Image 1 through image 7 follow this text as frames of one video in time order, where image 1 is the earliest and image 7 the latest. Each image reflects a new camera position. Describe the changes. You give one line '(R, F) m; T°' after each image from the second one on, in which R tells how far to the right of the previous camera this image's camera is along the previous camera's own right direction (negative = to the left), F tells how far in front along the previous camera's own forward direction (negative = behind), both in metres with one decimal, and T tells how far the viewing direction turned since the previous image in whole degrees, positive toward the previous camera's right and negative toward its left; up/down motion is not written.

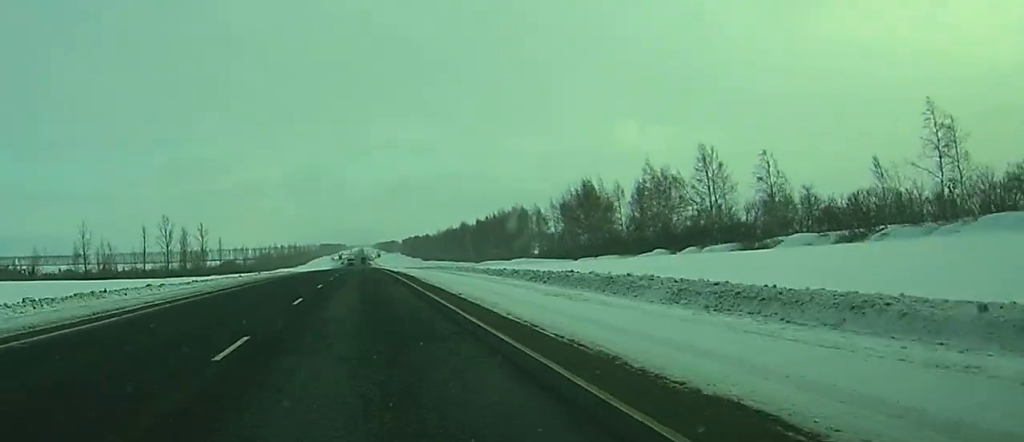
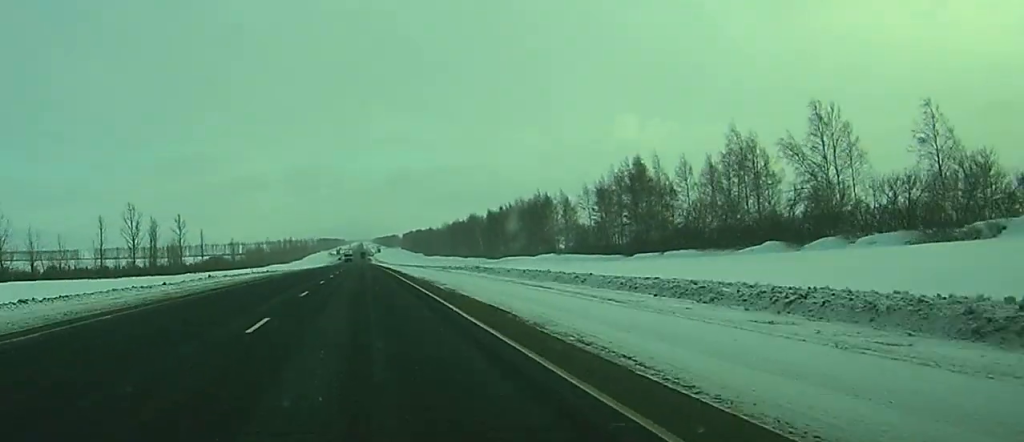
(0.0, +32.6) m; 0°
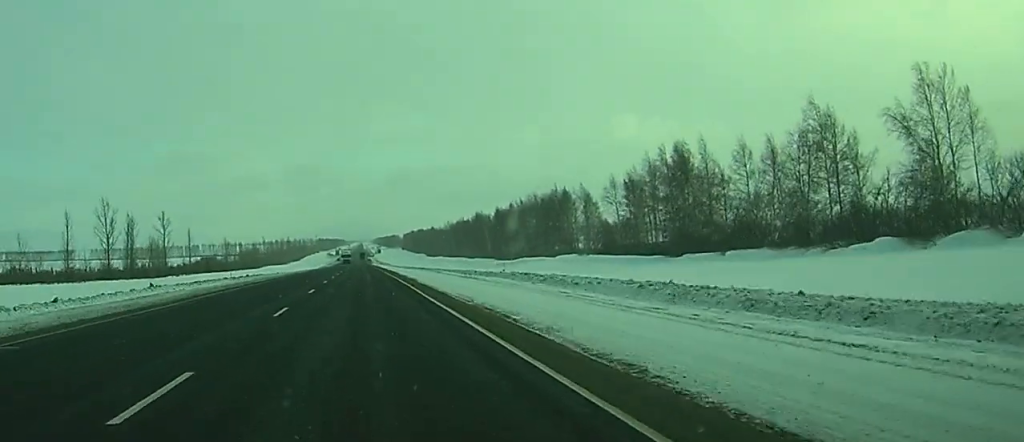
(0.0, +19.4) m; 0°
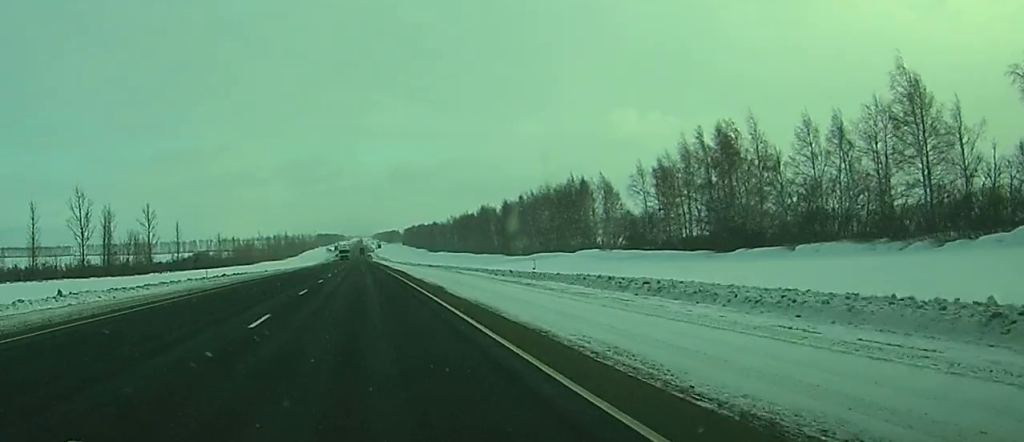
(0.0, +15.7) m; 0°
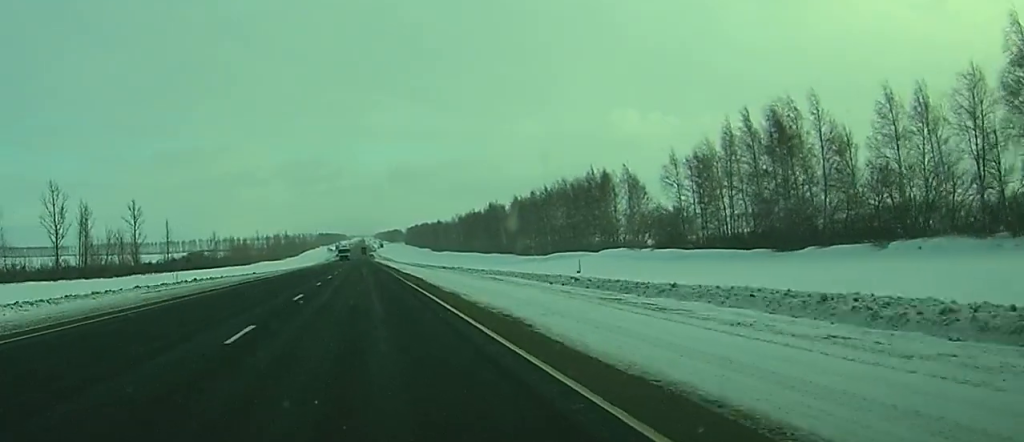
(0.0, +14.5) m; 0°
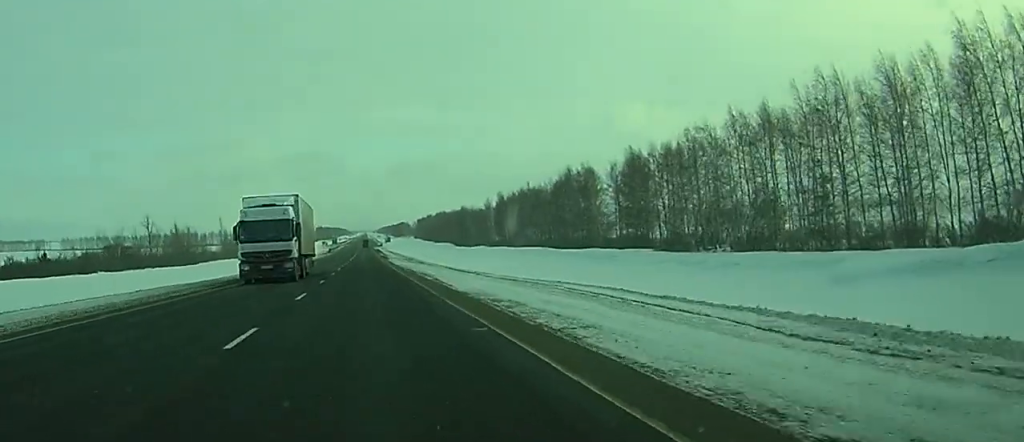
(-0.3, +109.6) m; 0°
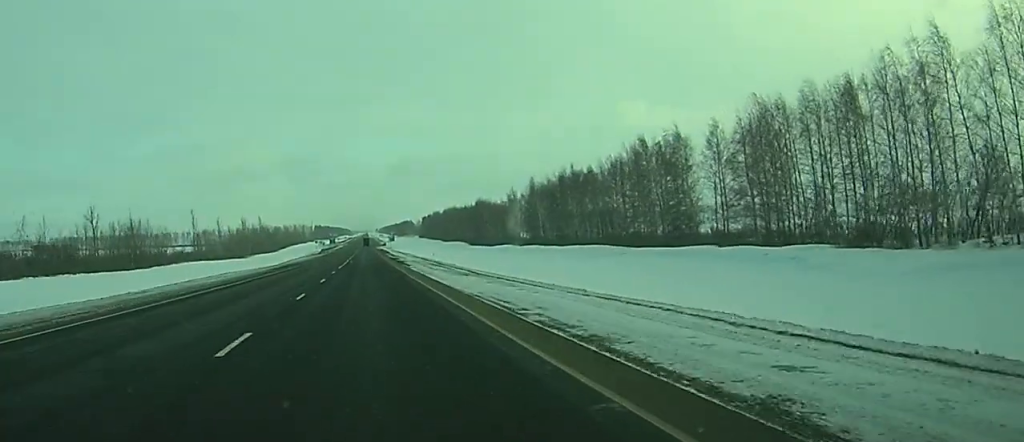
(0.0, +49.1) m; 0°
